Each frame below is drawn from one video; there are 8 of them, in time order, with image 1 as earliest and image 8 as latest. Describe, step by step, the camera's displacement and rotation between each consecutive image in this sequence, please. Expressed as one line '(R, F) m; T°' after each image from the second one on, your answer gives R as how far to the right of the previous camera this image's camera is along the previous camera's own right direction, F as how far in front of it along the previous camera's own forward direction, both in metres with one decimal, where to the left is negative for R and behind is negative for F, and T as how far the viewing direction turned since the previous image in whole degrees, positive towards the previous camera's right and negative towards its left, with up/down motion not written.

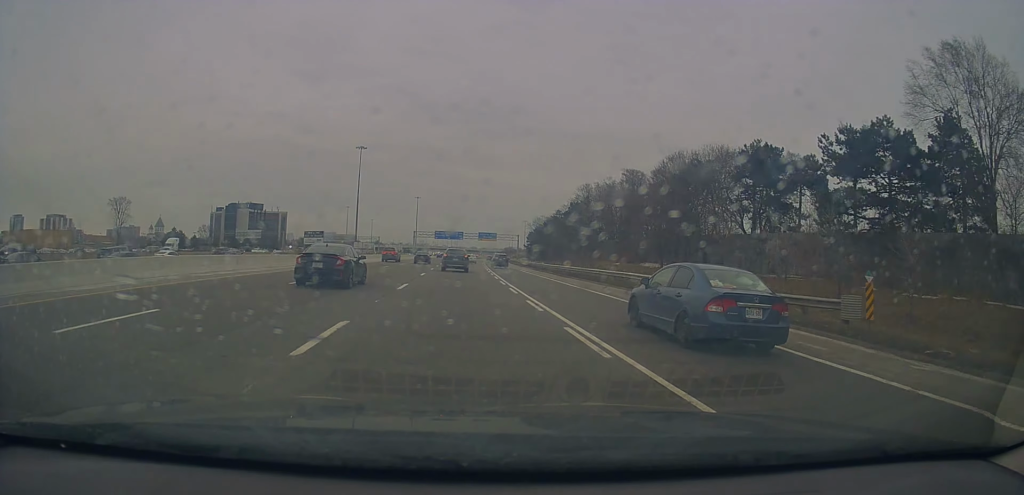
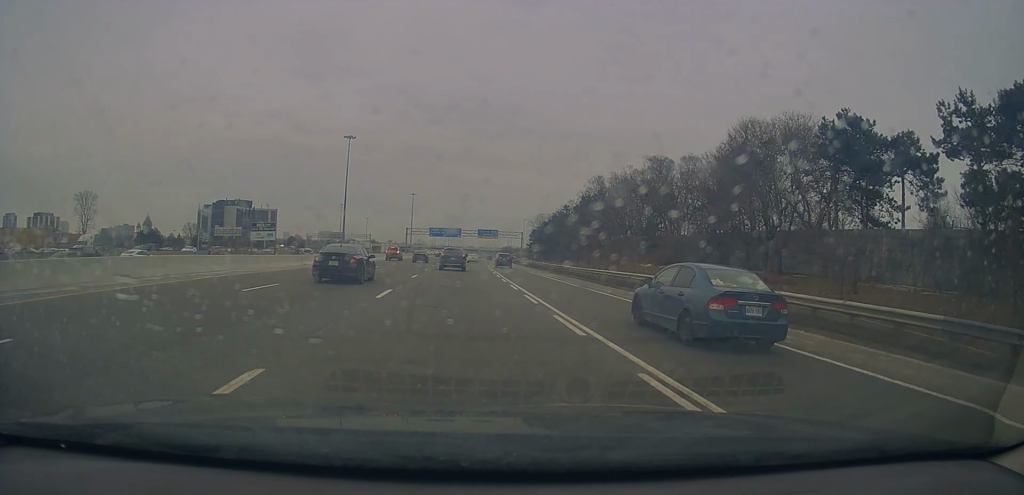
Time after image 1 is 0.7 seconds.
(0.0, +16.8) m; 0°
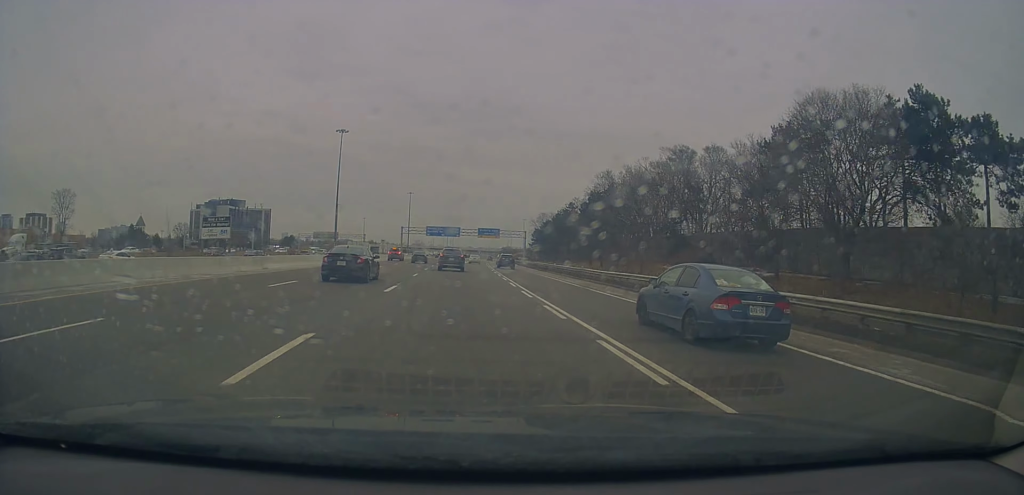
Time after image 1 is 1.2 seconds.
(-0.3, +10.2) m; 0°
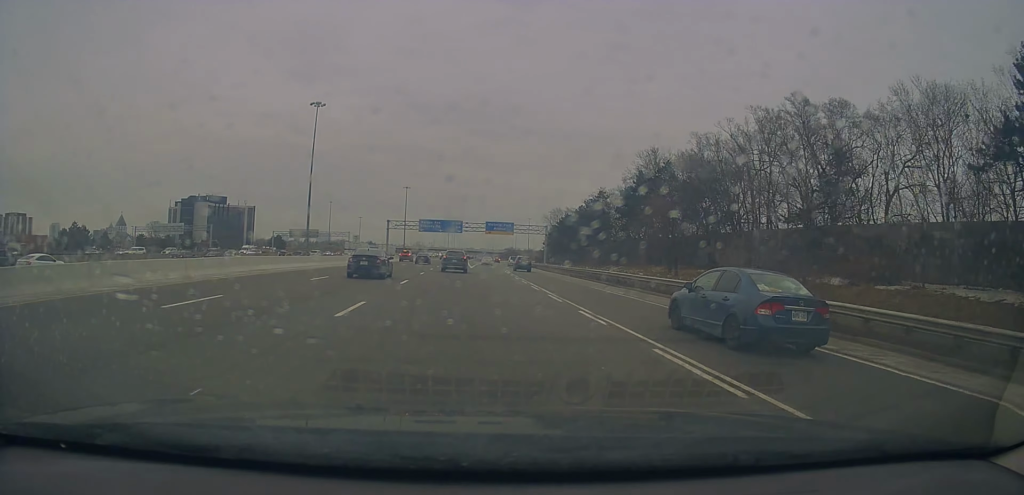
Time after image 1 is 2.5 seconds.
(+0.5, +30.3) m; +1°
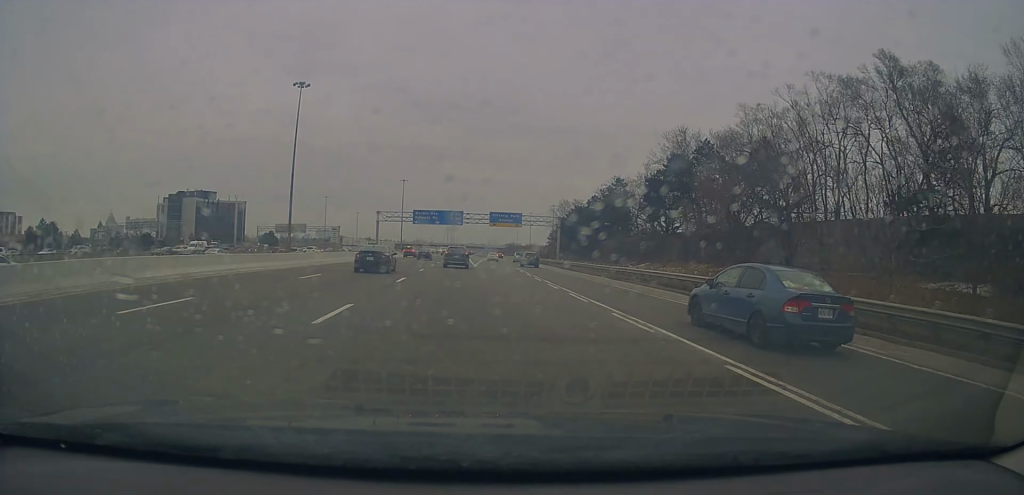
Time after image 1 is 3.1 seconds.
(0.0, +14.0) m; 0°
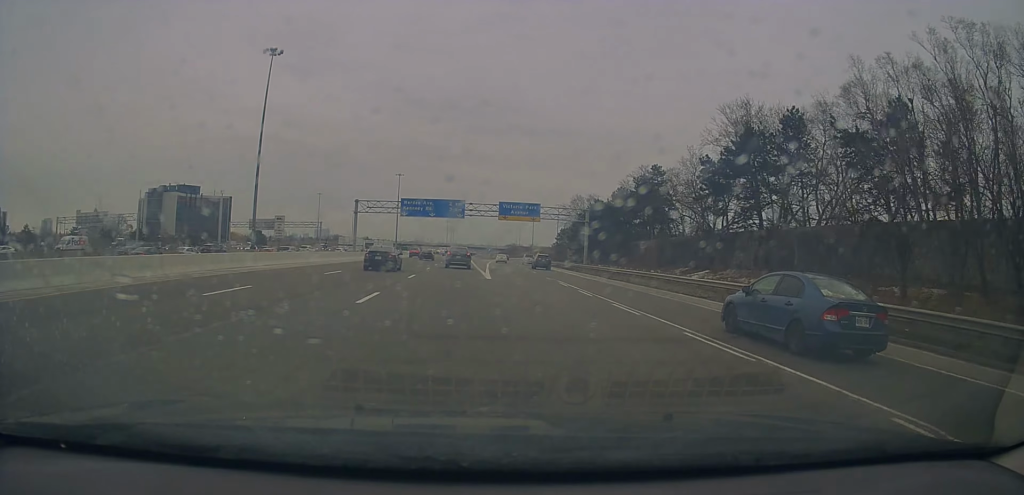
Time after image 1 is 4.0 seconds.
(0.0, +20.4) m; -1°
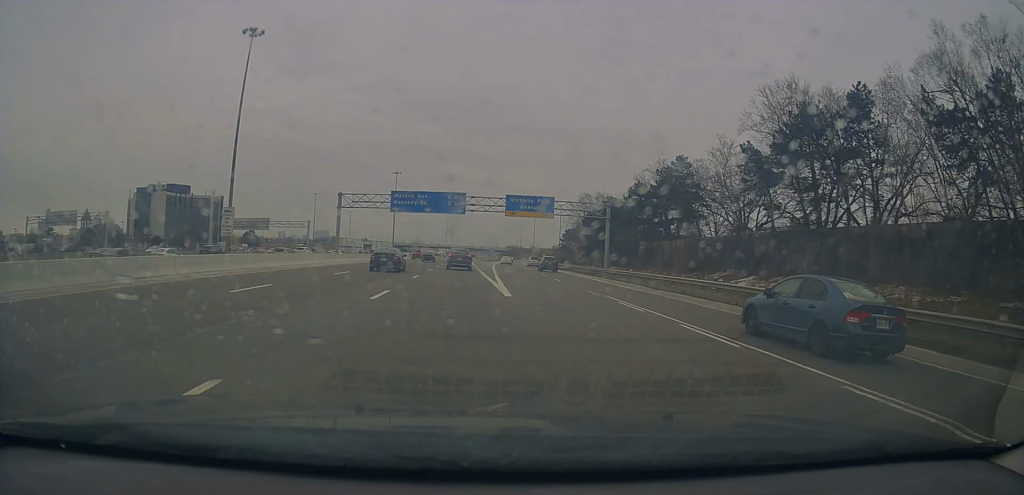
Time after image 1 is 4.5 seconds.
(0.0, +11.3) m; 0°
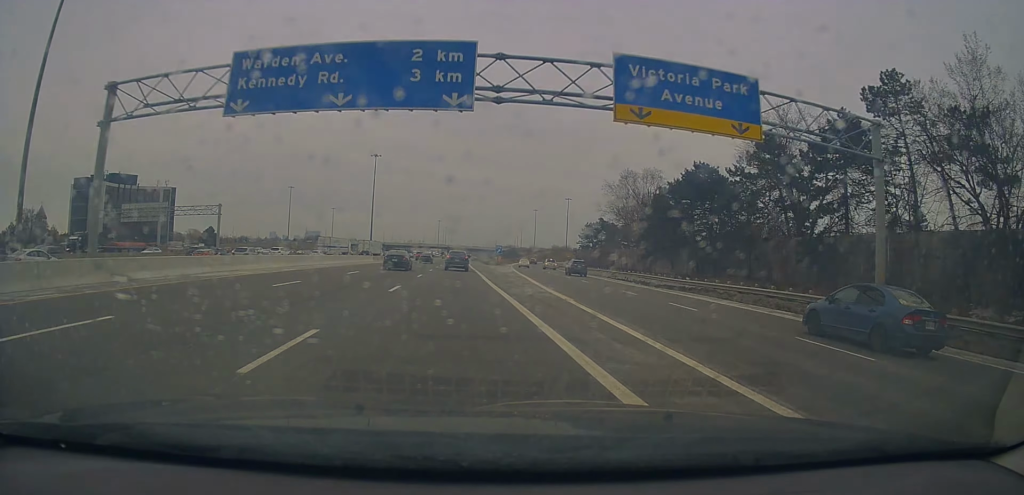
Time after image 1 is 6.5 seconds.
(+1.1, +45.5) m; +2°
